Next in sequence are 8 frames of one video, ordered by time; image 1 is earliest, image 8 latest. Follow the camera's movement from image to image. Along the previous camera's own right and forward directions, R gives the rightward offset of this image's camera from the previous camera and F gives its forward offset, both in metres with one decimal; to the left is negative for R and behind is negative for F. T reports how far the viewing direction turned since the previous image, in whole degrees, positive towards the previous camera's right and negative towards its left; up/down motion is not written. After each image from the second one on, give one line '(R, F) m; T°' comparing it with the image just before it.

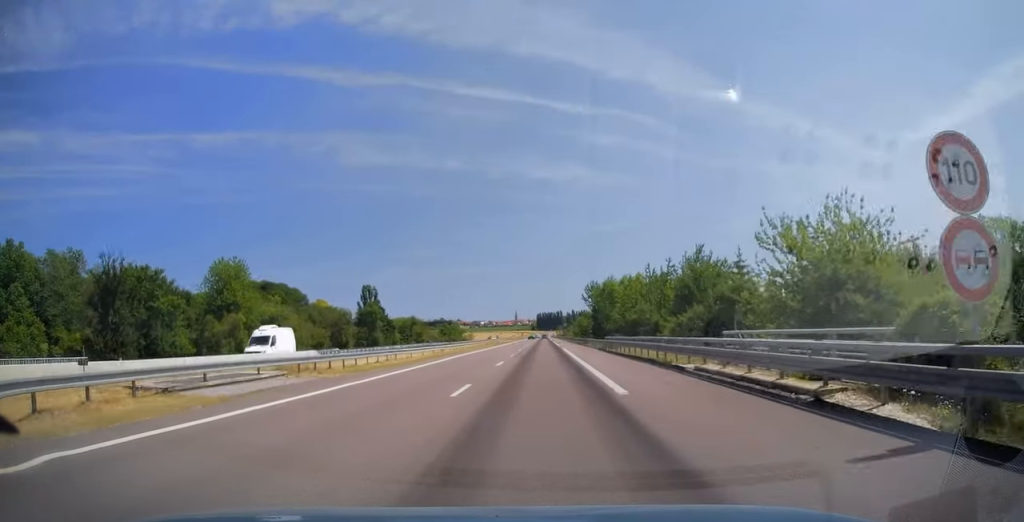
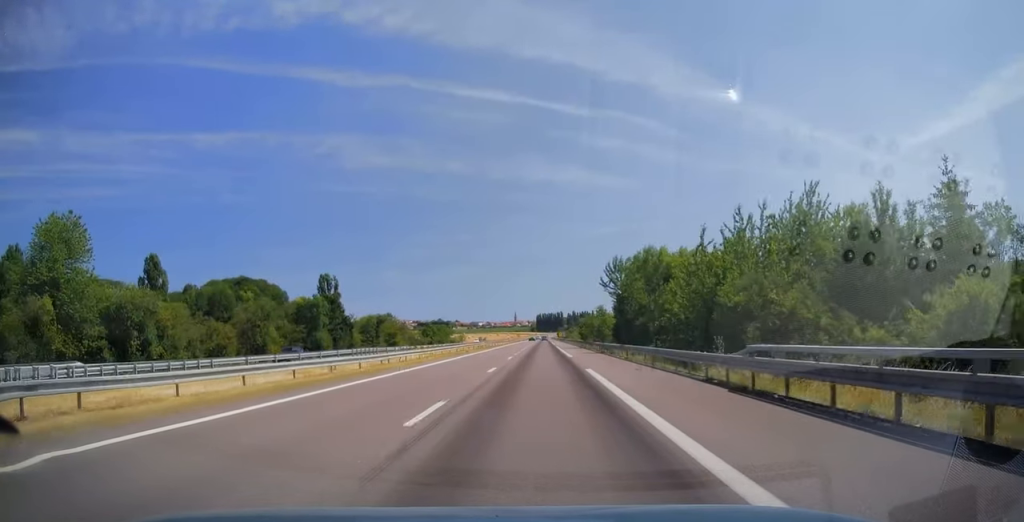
(0.0, +30.4) m; 0°
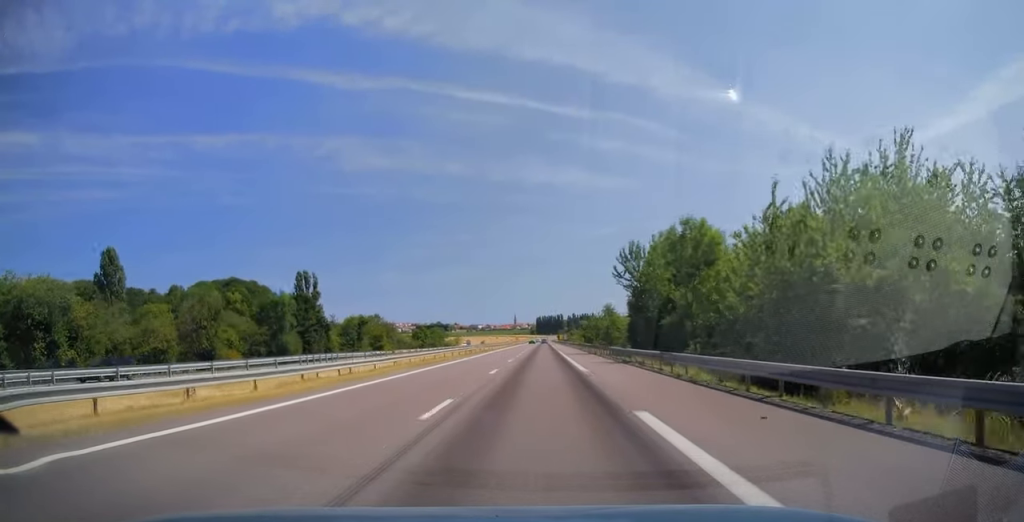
(0.0, +11.9) m; 0°
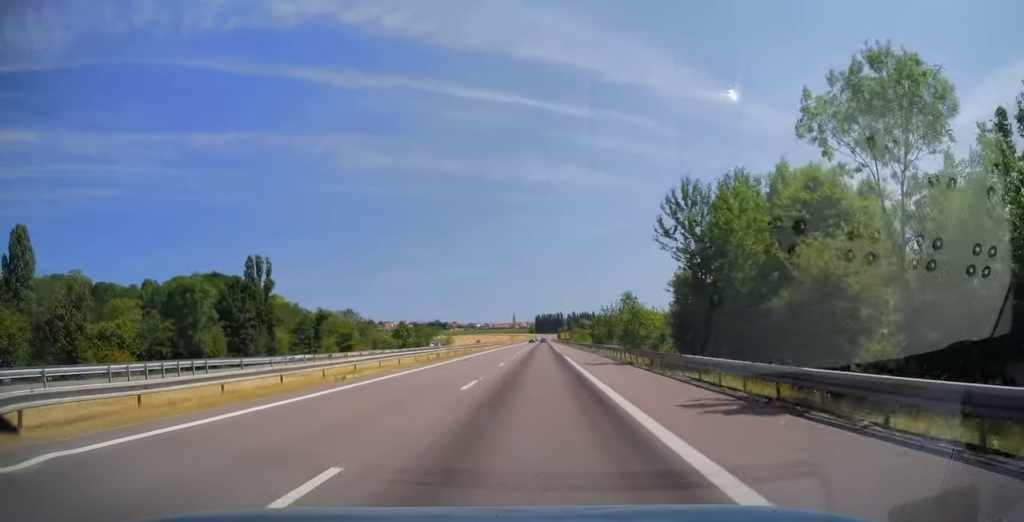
(+0.1, +20.4) m; 0°
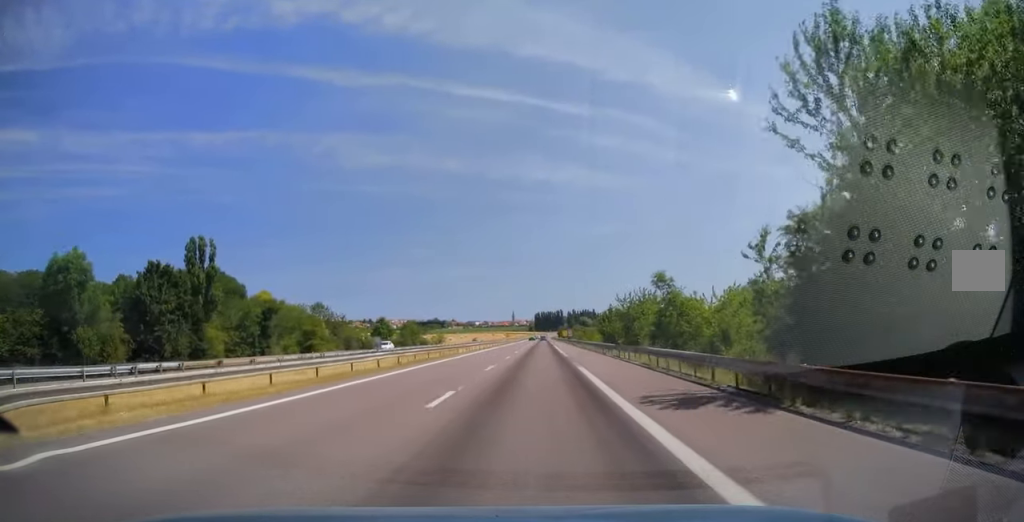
(0.0, +17.6) m; 0°
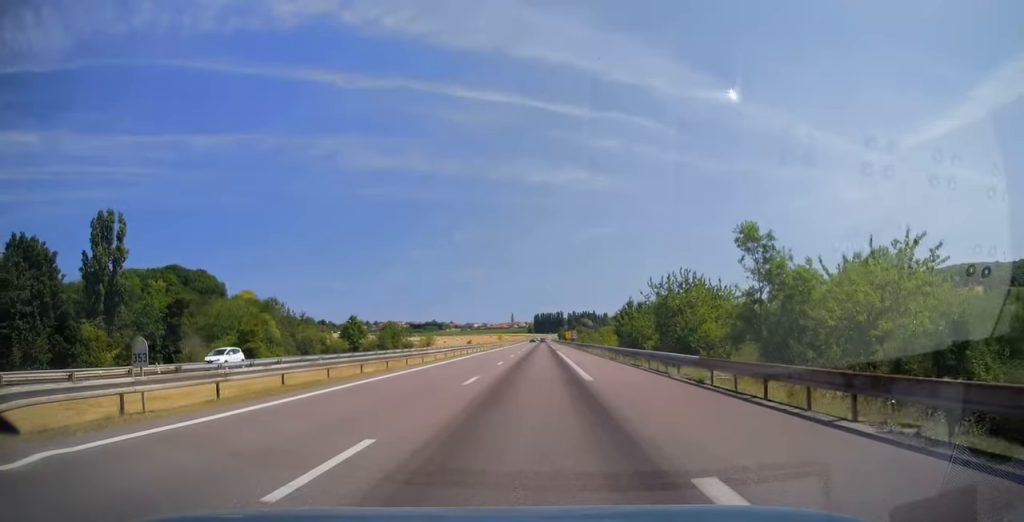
(0.0, +19.9) m; 0°
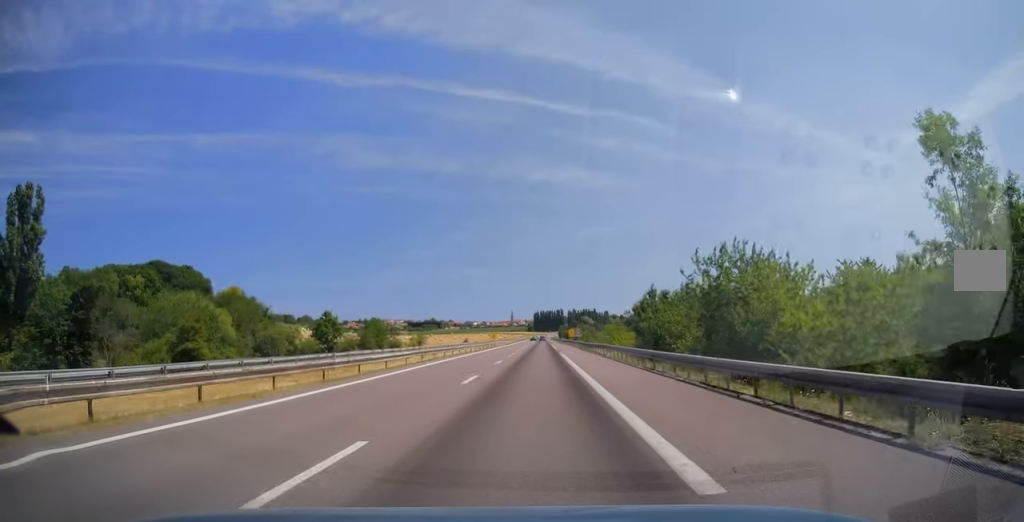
(0.0, +13.3) m; 0°
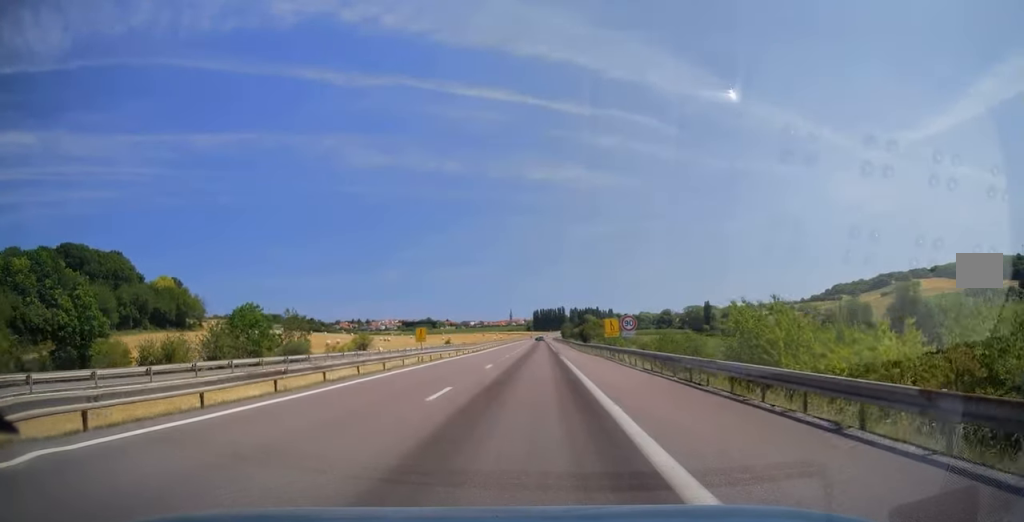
(+0.2, +56.6) m; 0°
